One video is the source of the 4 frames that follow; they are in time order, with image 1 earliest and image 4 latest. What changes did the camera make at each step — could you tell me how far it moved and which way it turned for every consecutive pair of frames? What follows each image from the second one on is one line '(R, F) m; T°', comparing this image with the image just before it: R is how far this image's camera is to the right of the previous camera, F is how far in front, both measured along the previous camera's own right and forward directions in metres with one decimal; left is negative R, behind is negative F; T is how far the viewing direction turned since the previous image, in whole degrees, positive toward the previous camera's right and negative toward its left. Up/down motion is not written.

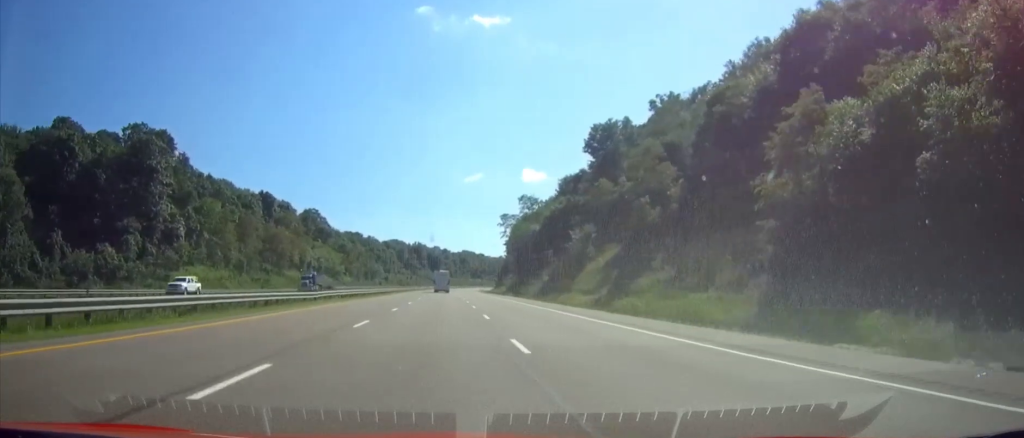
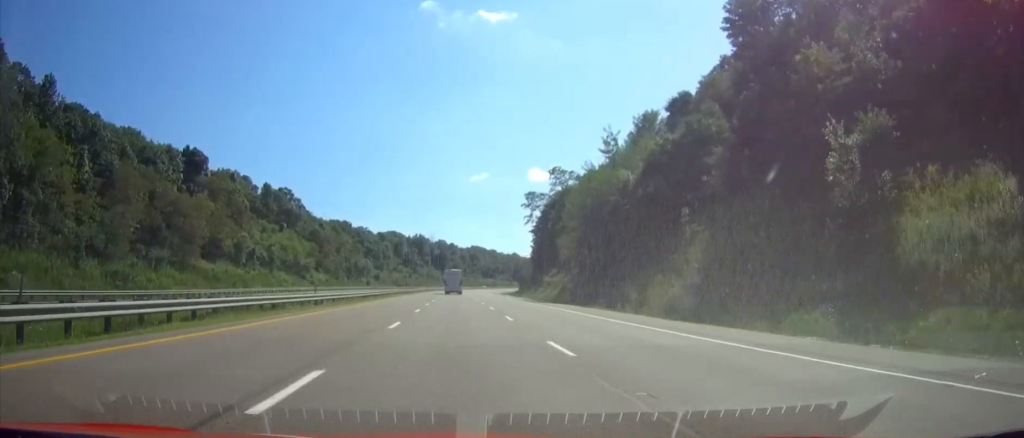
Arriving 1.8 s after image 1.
(-0.3, +60.6) m; 0°
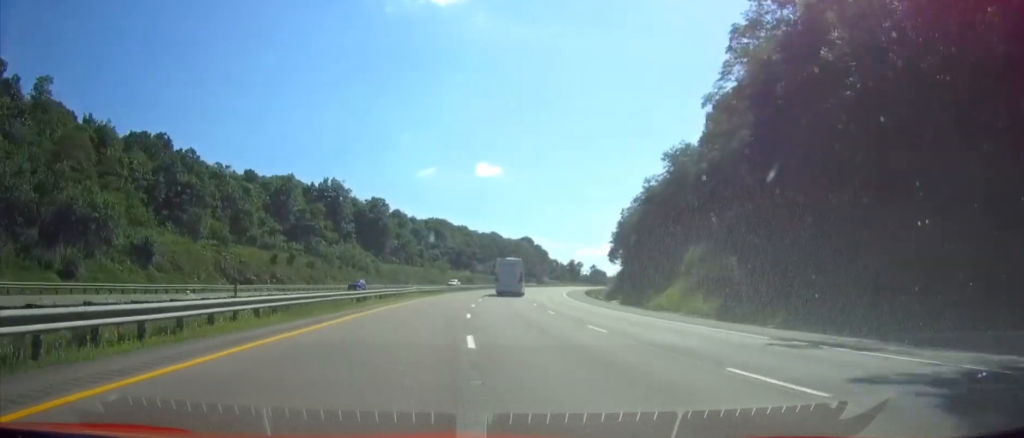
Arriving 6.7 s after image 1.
(+3.4, +162.6) m; +5°
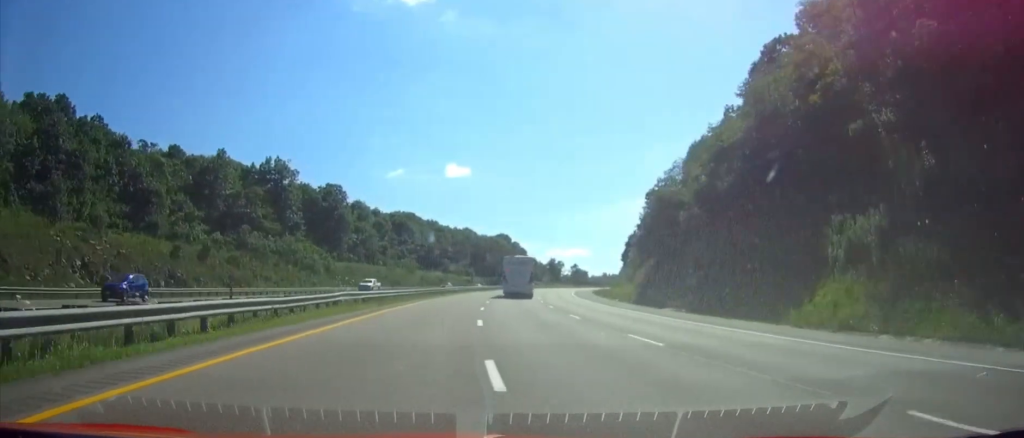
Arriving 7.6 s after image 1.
(+0.5, +29.4) m; +3°
